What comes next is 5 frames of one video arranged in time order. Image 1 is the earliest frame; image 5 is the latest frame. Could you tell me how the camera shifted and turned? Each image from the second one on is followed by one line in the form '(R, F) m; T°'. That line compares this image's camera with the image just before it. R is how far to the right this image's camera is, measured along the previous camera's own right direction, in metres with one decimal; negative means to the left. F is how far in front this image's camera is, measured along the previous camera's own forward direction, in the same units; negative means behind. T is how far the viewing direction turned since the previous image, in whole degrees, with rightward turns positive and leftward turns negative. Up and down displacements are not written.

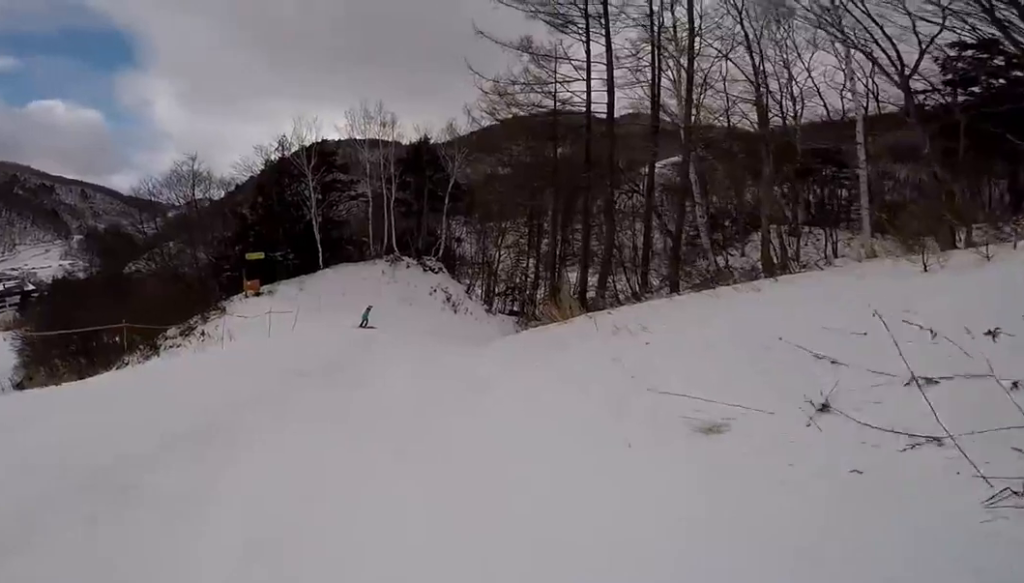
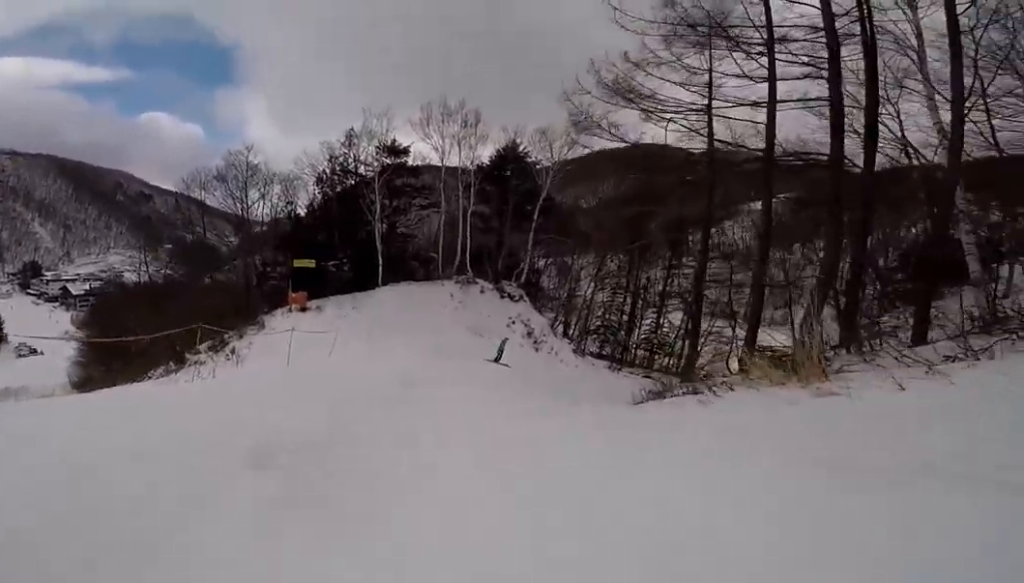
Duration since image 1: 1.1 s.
(-1.7, +6.9) m; -10°
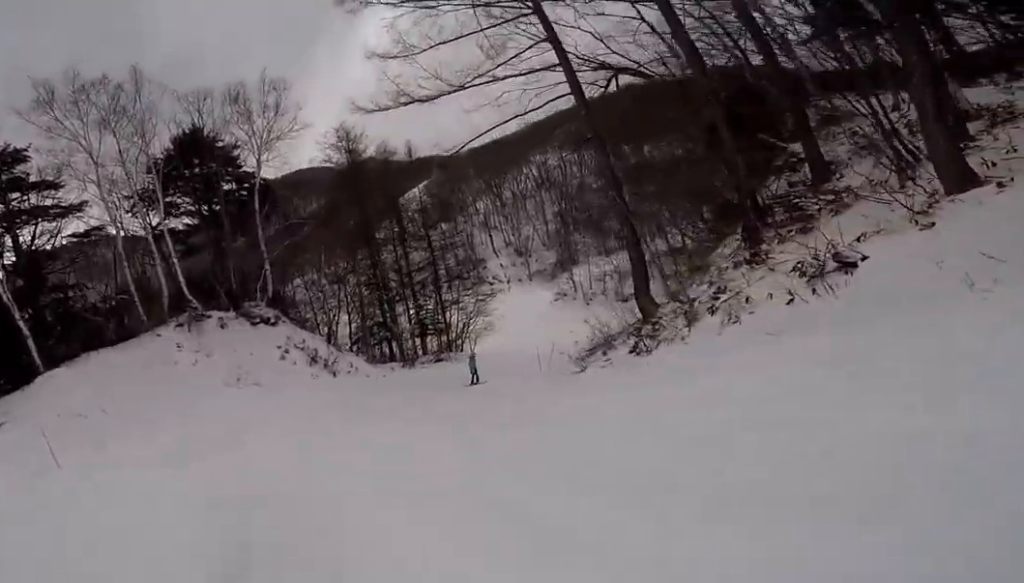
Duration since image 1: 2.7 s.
(+1.5, +10.5) m; +31°
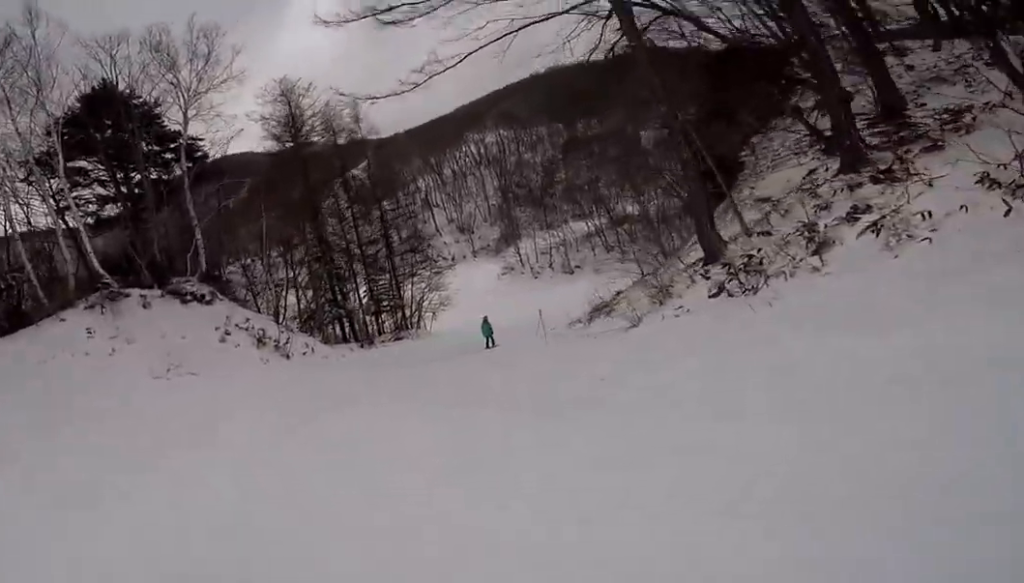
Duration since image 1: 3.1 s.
(+0.6, +3.2) m; +10°
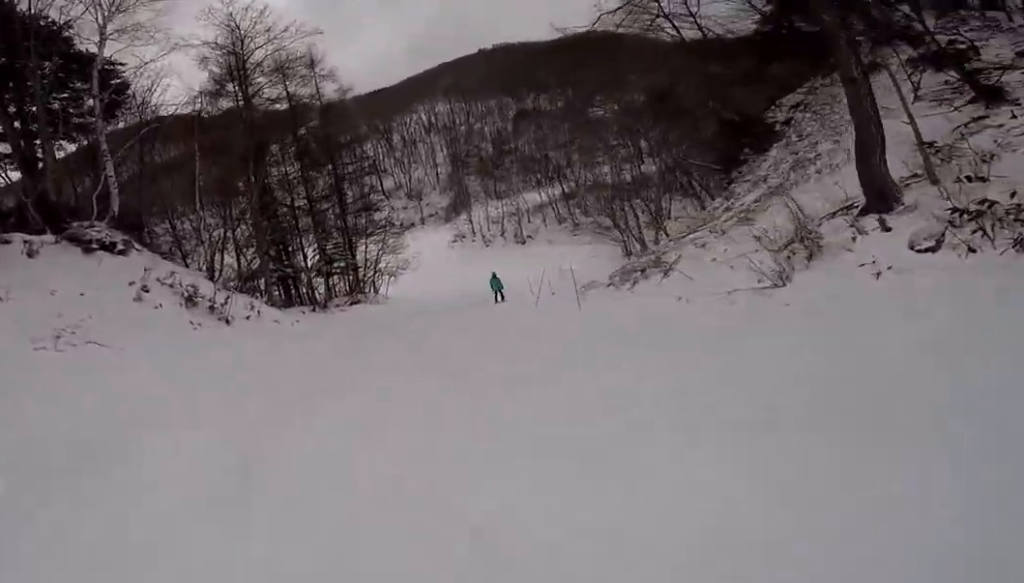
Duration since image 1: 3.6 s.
(+0.9, +3.9) m; +9°
